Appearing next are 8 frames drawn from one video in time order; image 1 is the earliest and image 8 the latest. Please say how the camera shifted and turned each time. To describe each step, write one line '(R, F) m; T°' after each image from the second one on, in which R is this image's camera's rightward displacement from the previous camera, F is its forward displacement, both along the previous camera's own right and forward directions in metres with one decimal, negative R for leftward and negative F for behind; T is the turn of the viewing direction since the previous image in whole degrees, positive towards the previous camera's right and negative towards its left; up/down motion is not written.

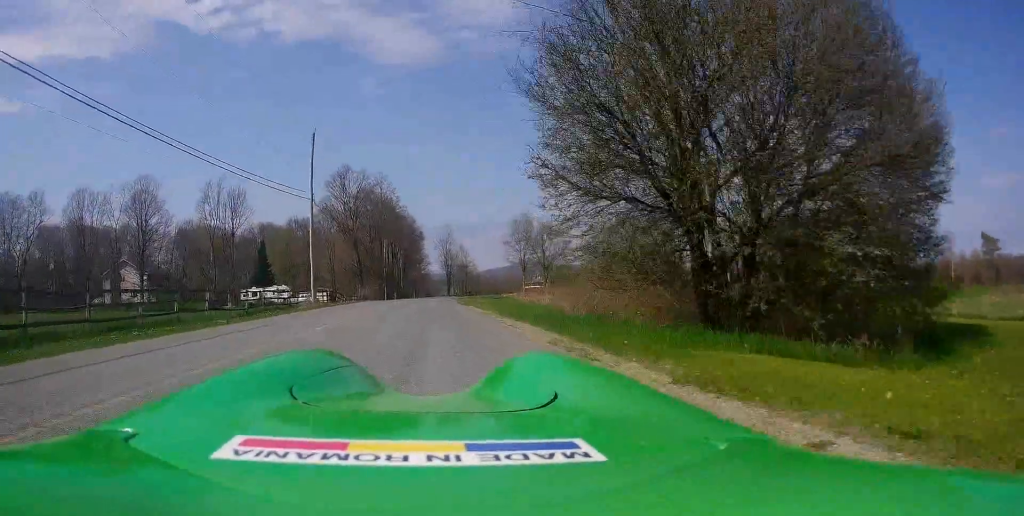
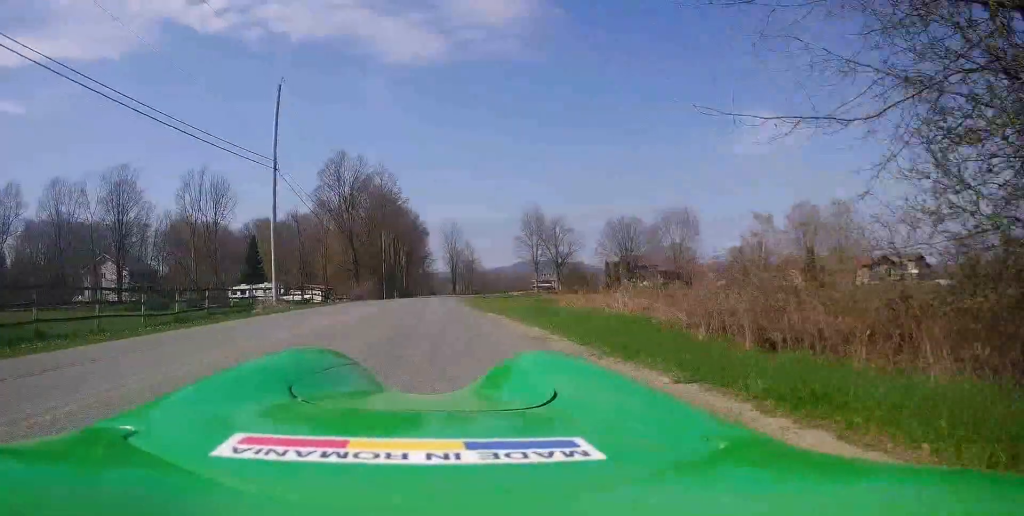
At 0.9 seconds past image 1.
(+0.1, +9.5) m; +1°
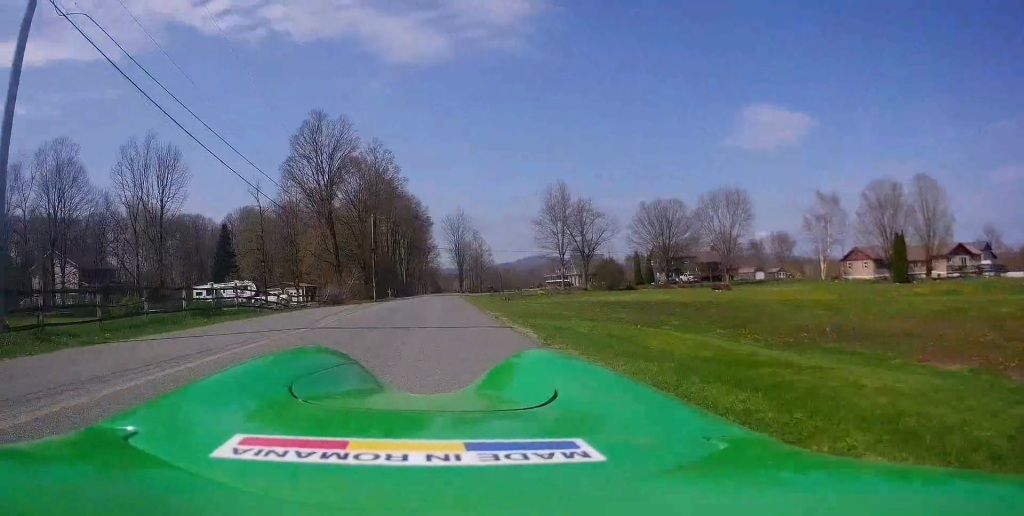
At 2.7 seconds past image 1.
(-0.3, +18.7) m; -3°
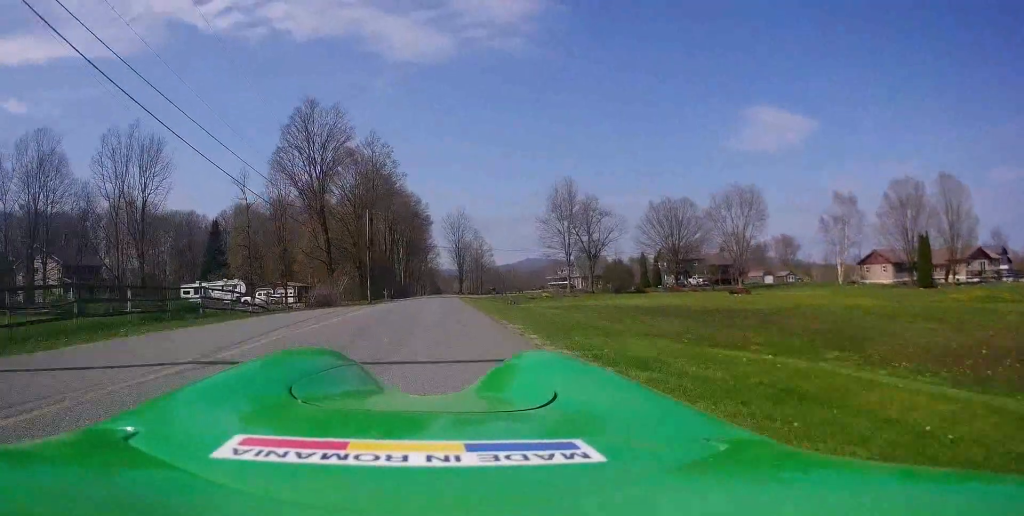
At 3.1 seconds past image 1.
(-0.1, +4.3) m; -1°
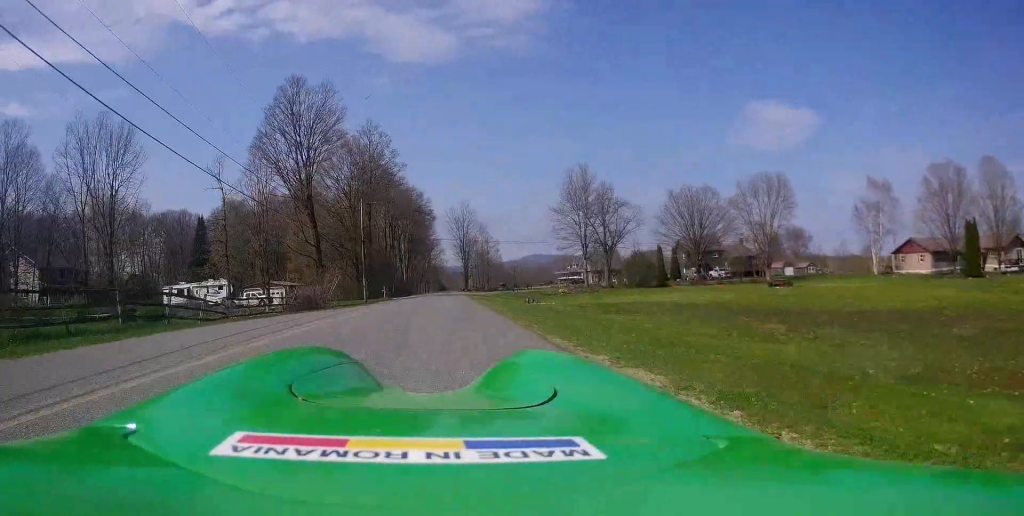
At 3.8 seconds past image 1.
(-0.1, +7.4) m; 0°
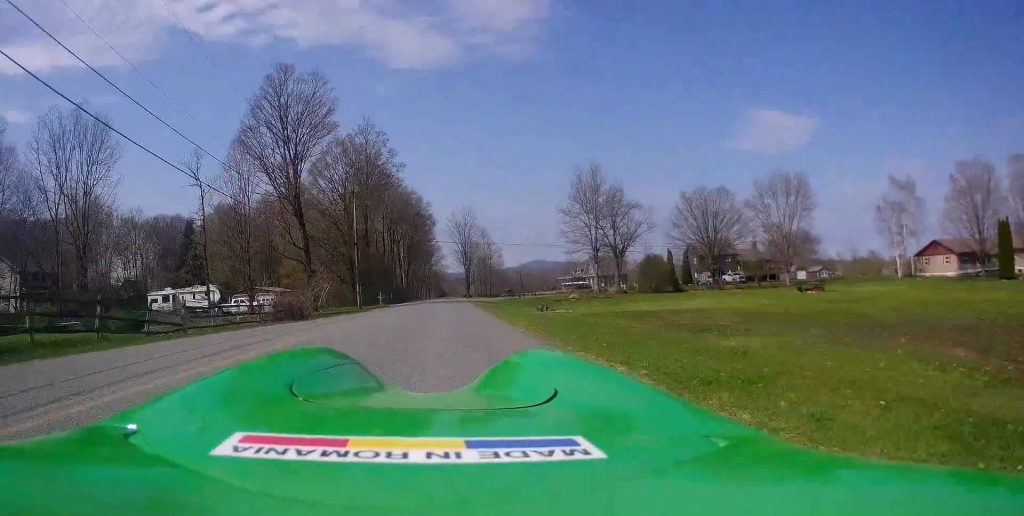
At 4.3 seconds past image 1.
(0.0, +4.8) m; 0°
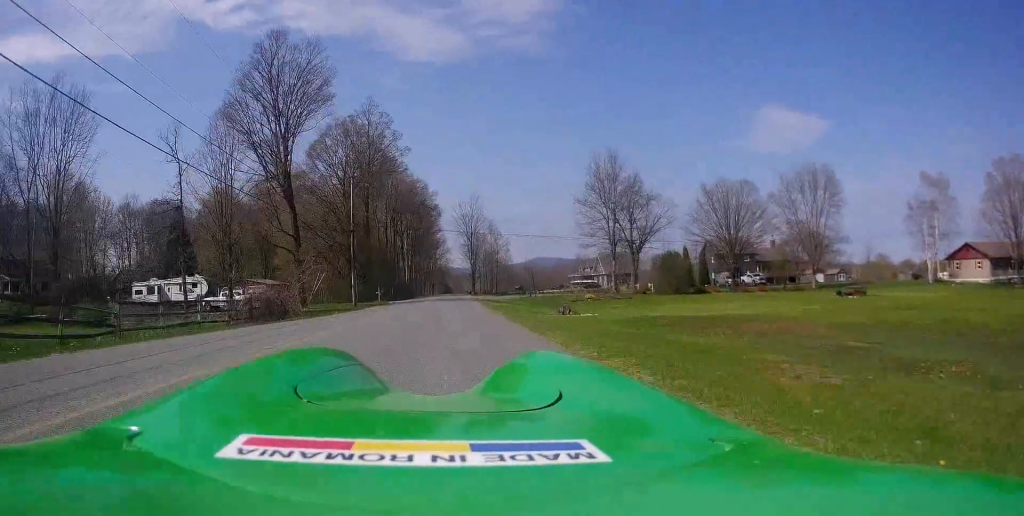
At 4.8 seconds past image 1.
(0.0, +5.3) m; 0°
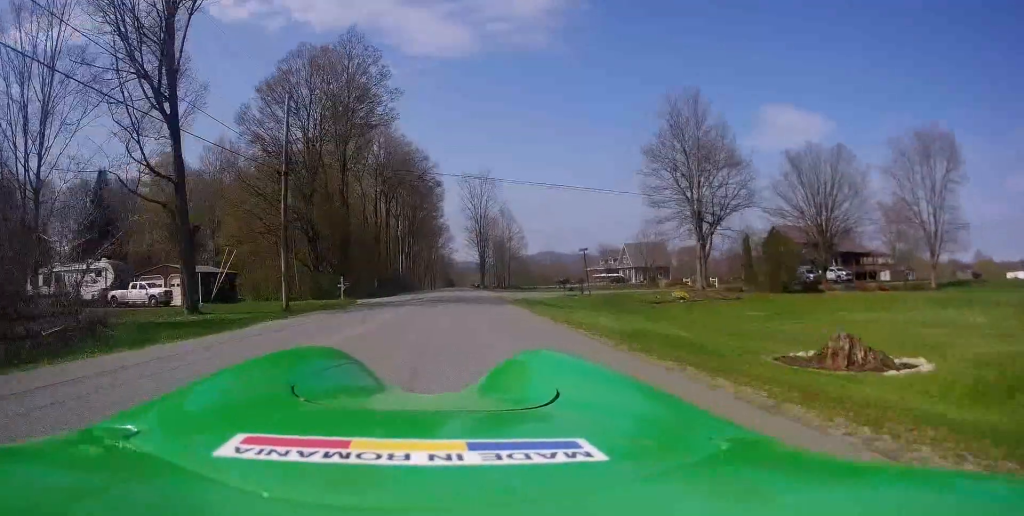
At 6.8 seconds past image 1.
(0.0, +21.8) m; +1°
